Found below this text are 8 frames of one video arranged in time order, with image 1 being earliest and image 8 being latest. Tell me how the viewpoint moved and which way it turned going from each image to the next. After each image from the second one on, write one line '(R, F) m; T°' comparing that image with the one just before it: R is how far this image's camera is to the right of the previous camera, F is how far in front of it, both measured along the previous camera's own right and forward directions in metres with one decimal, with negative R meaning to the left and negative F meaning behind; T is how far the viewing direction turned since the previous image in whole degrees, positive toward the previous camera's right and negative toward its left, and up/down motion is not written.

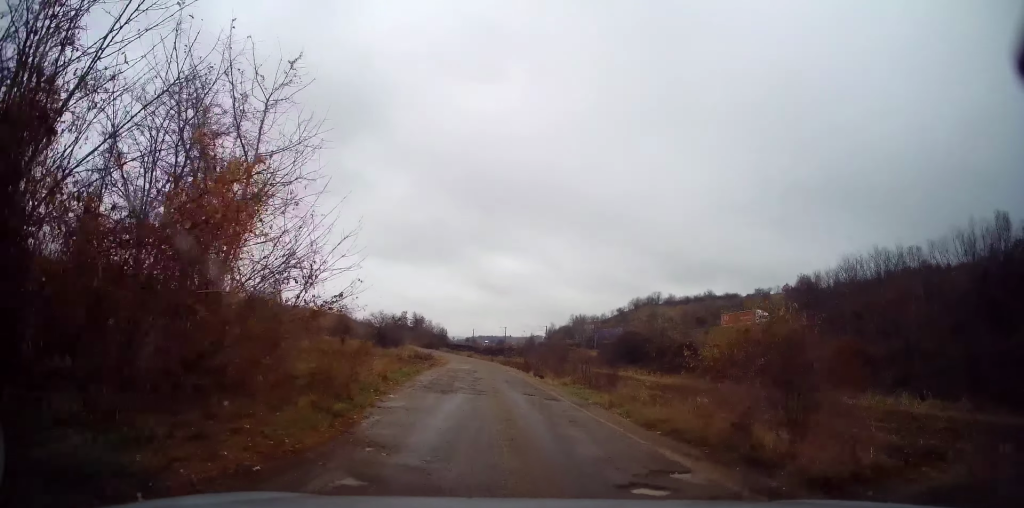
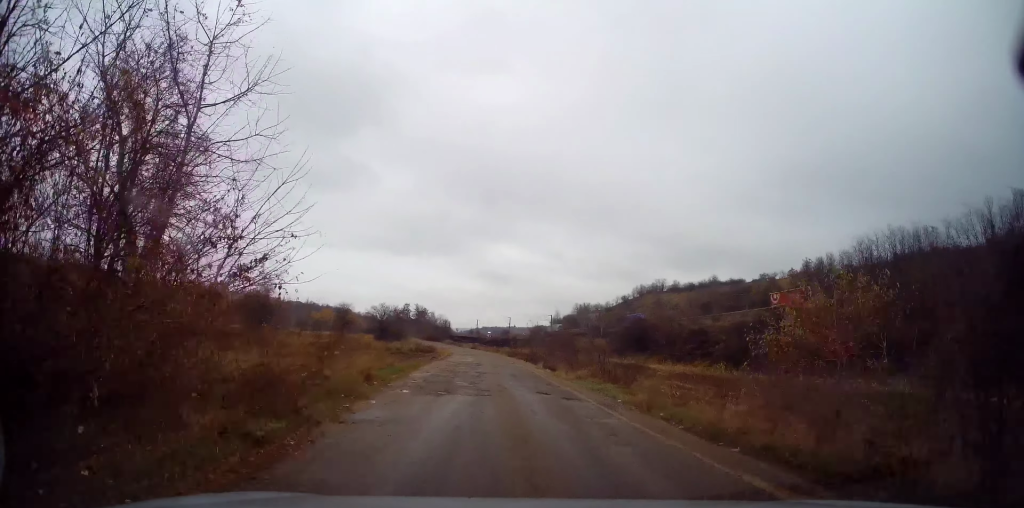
(0.0, +3.7) m; -1°
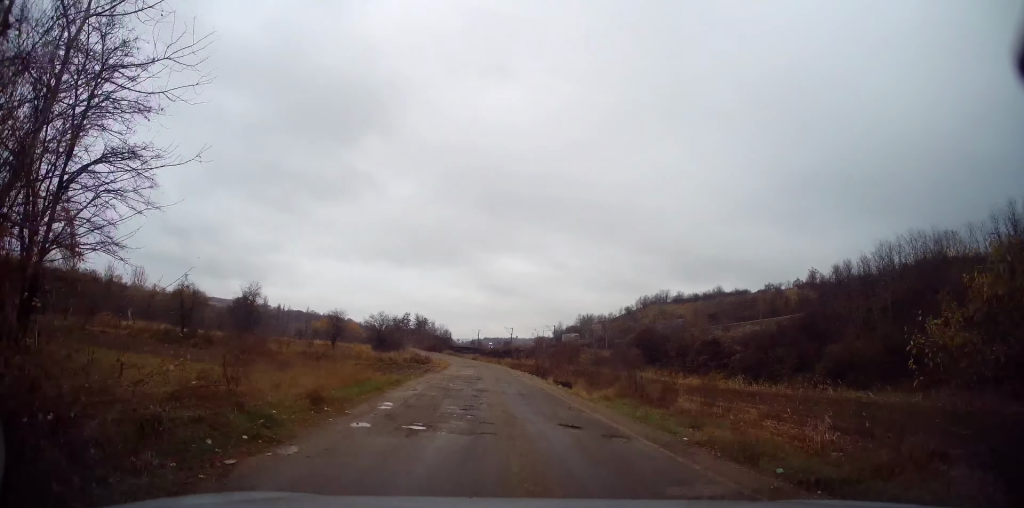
(-0.1, +4.6) m; -1°
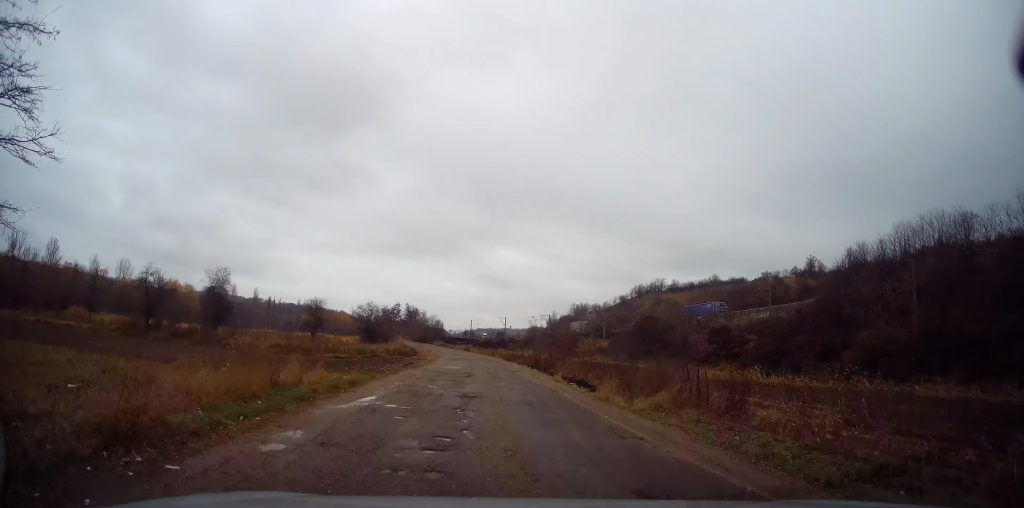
(-0.1, +5.5) m; -1°
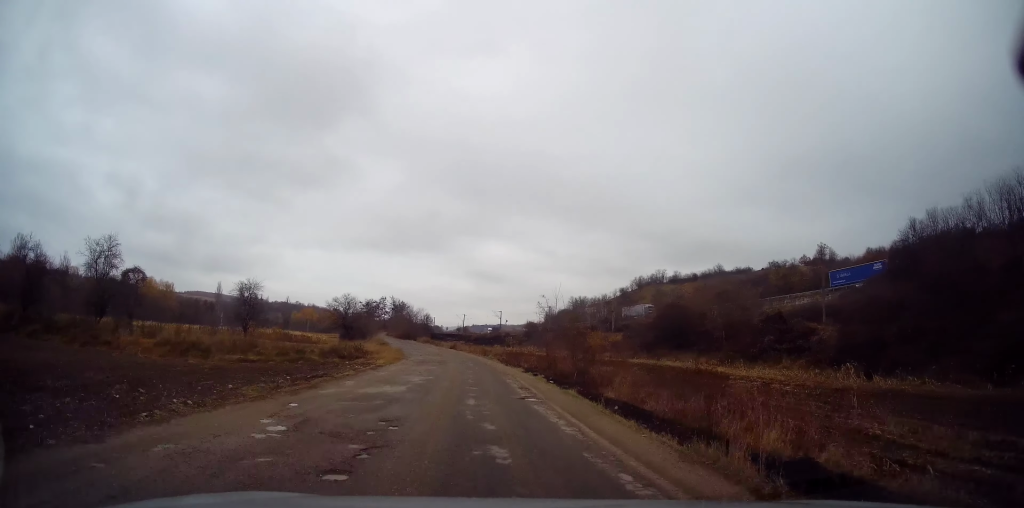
(+0.2, +16.8) m; +1°
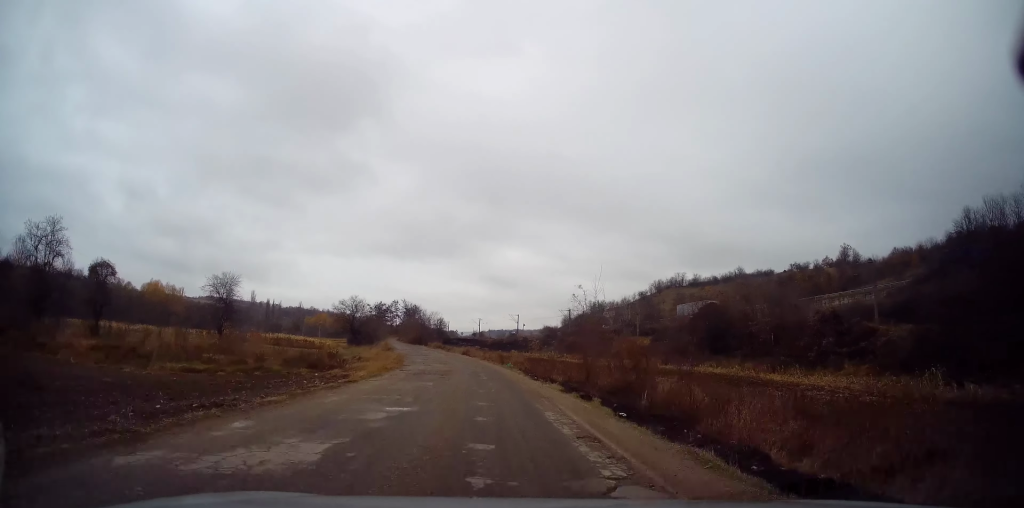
(-0.1, +8.5) m; -2°
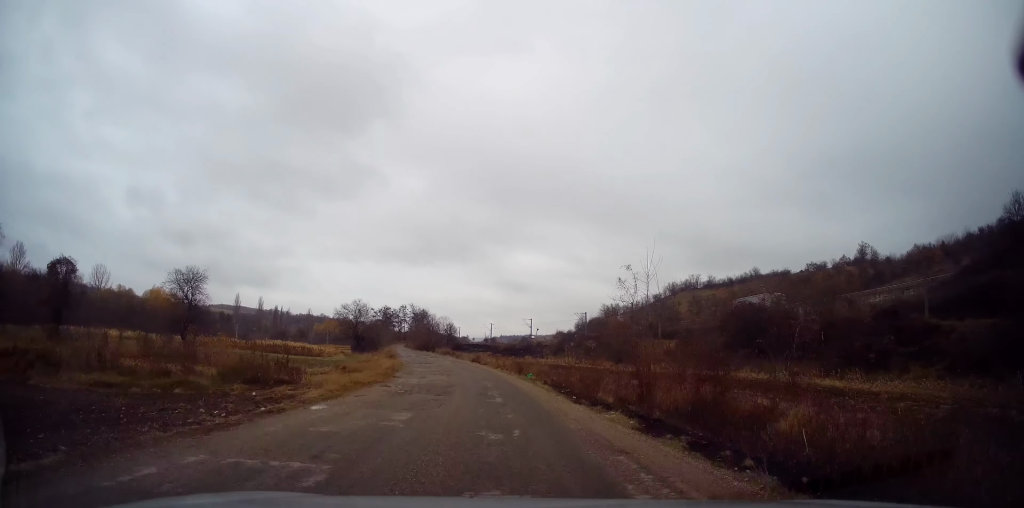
(-0.1, +7.2) m; -2°
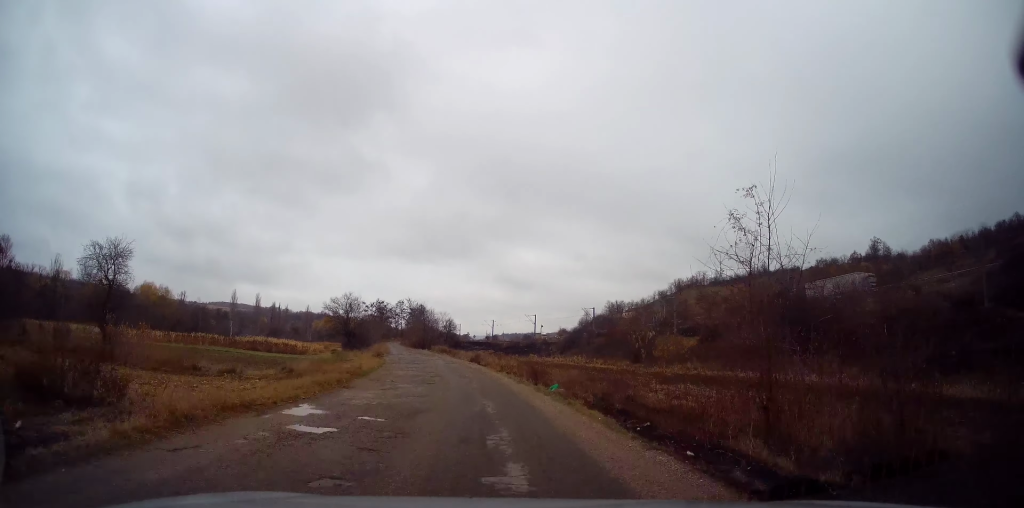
(0.0, +8.7) m; -2°
